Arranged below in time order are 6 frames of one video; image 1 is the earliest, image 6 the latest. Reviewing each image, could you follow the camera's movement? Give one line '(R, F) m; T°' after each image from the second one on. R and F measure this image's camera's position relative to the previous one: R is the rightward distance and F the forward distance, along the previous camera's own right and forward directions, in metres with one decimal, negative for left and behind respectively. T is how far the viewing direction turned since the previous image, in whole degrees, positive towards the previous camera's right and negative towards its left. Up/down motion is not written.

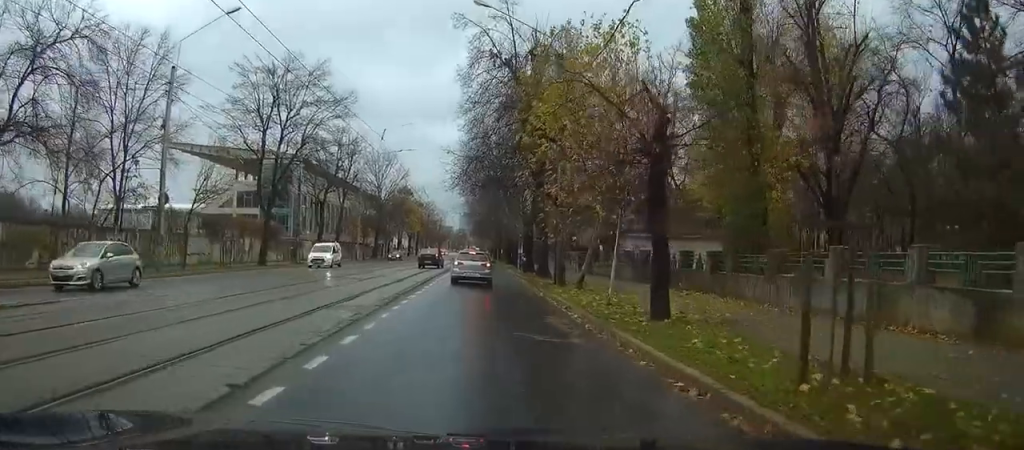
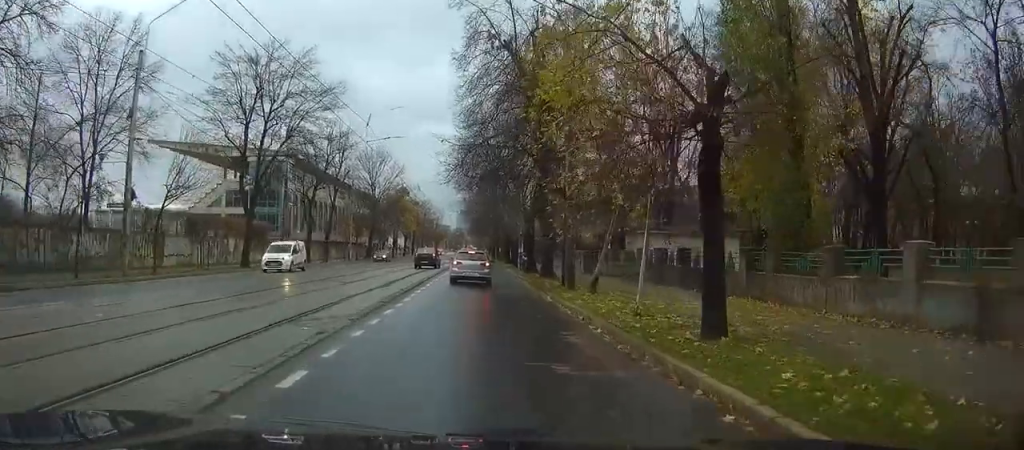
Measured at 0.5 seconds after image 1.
(+0.1, +3.5) m; +1°
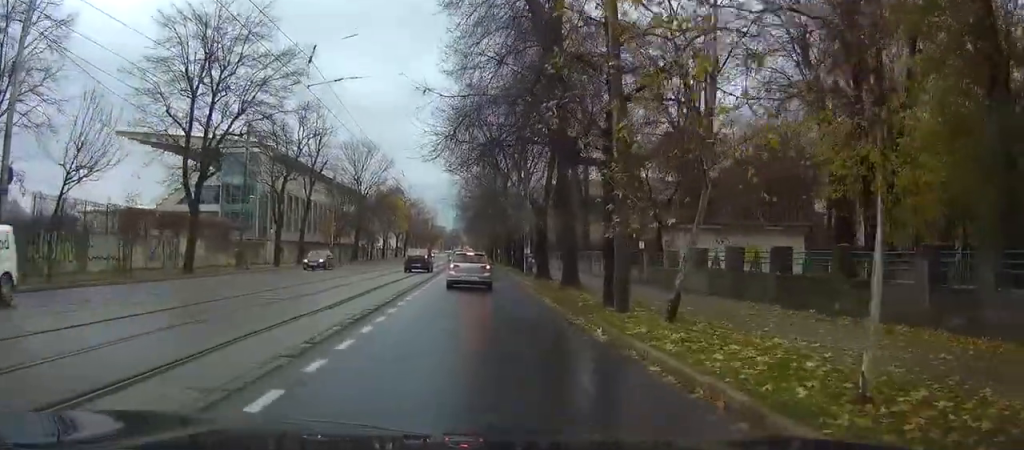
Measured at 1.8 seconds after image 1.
(+0.2, +9.5) m; +2°
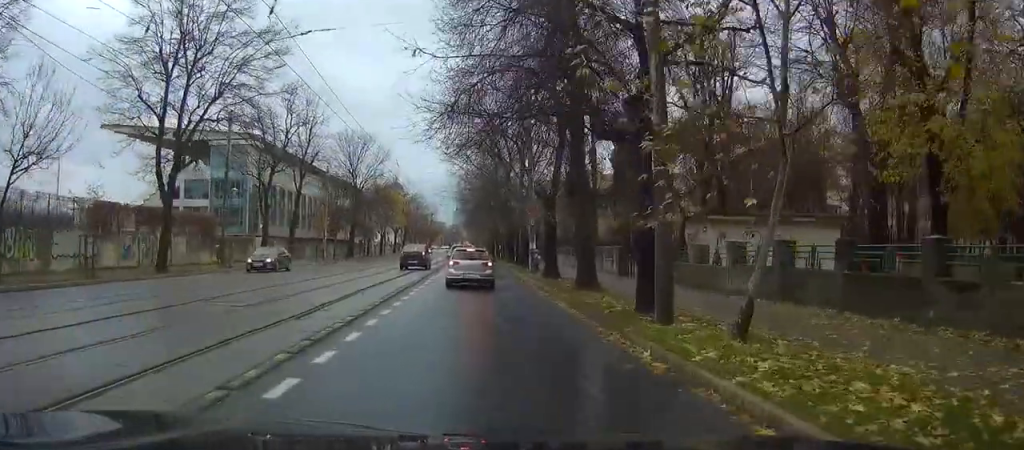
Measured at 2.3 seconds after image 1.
(0.0, +3.8) m; +1°
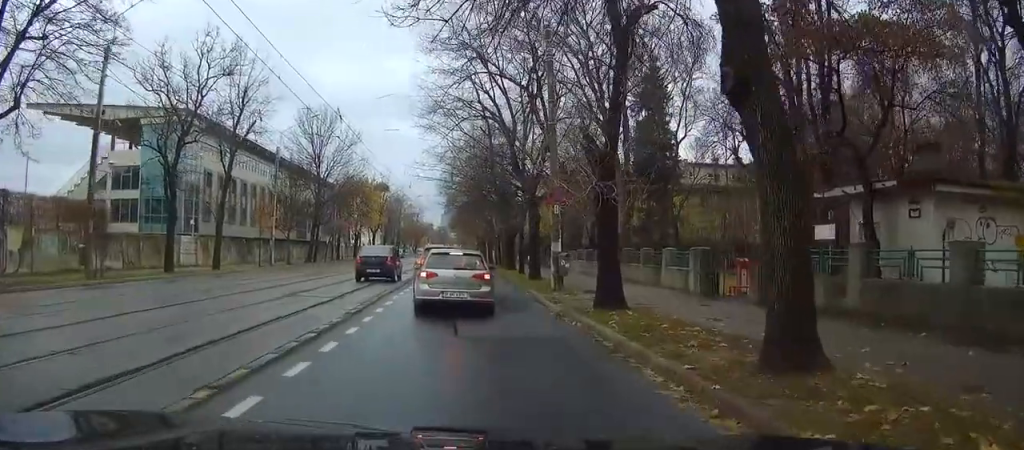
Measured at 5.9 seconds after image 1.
(-0.8, +16.0) m; -5°
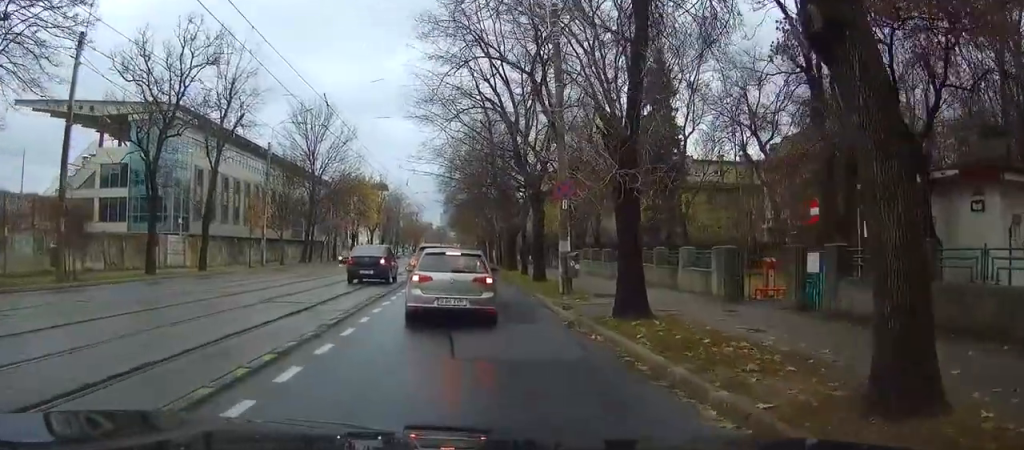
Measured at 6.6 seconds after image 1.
(+0.1, +2.1) m; +1°
